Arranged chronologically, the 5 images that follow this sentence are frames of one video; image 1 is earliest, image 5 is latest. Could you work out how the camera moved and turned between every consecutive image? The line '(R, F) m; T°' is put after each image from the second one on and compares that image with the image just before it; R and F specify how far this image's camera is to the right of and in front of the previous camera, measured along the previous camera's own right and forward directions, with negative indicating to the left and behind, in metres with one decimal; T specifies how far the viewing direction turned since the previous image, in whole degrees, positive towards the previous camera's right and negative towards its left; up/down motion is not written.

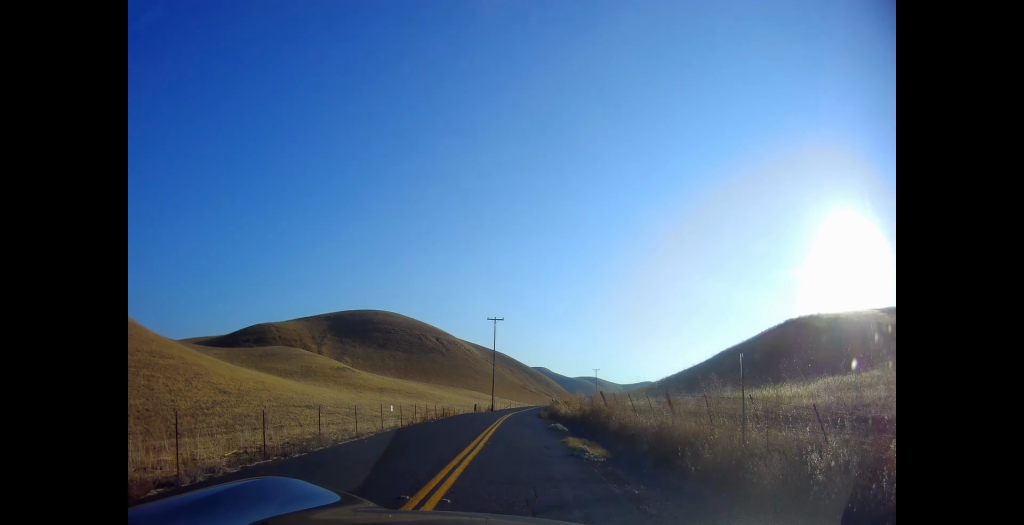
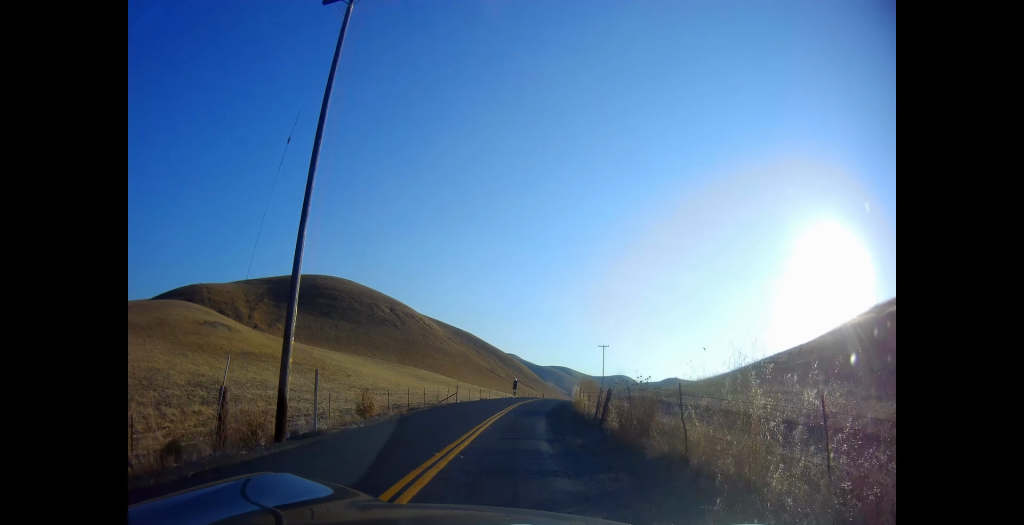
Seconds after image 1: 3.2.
(+1.1, +54.5) m; +3°
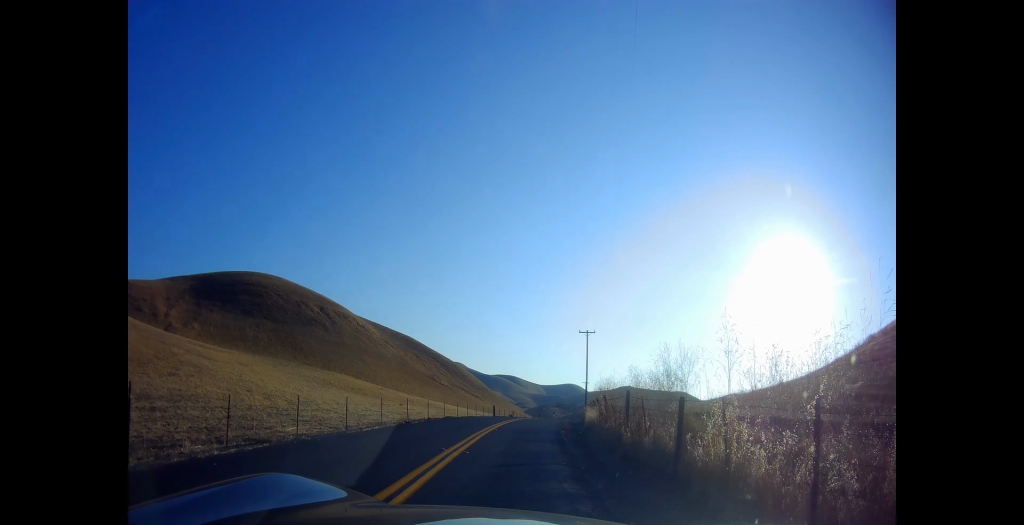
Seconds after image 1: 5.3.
(+1.3, +35.3) m; +7°
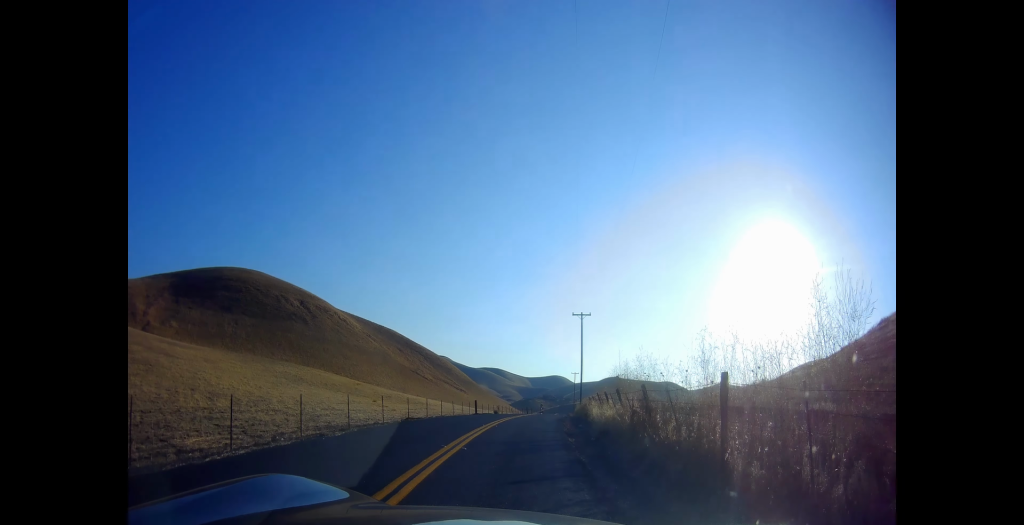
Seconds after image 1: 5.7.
(+0.1, +7.7) m; +3°
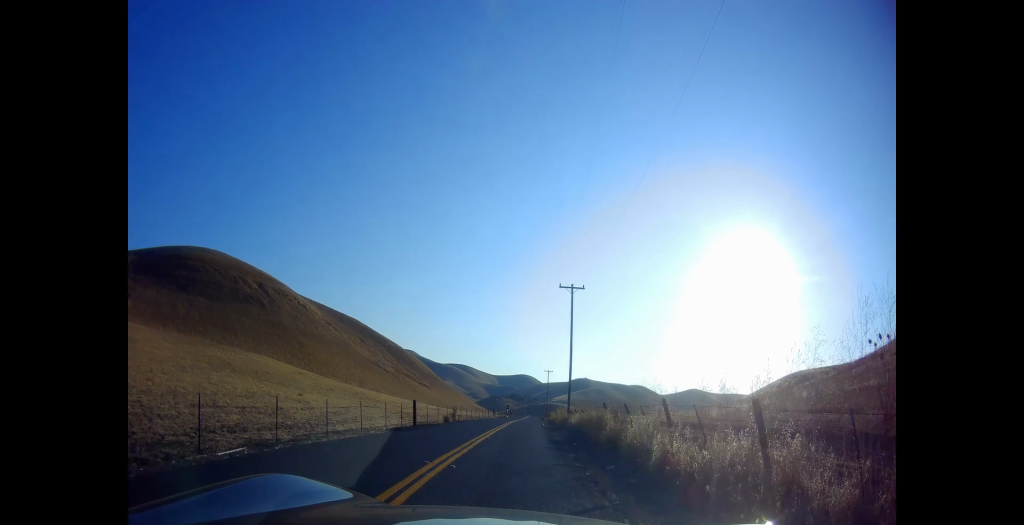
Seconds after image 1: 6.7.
(+0.9, +16.0) m; +2°
